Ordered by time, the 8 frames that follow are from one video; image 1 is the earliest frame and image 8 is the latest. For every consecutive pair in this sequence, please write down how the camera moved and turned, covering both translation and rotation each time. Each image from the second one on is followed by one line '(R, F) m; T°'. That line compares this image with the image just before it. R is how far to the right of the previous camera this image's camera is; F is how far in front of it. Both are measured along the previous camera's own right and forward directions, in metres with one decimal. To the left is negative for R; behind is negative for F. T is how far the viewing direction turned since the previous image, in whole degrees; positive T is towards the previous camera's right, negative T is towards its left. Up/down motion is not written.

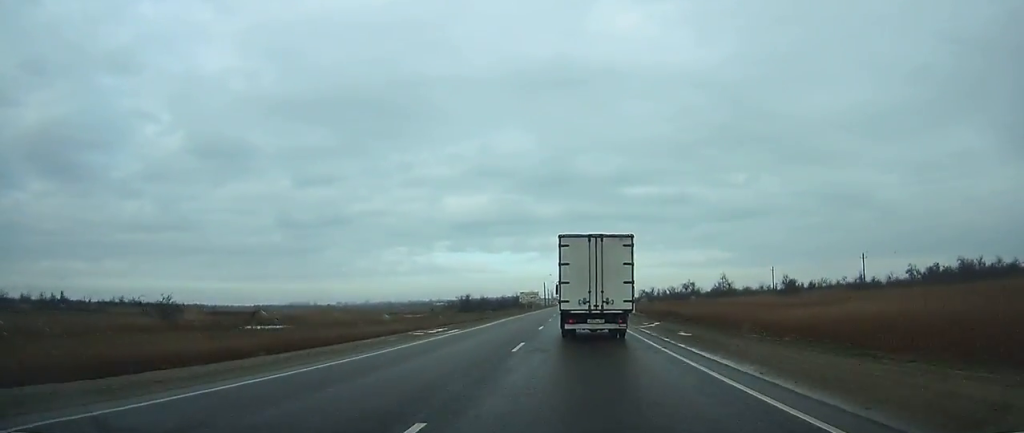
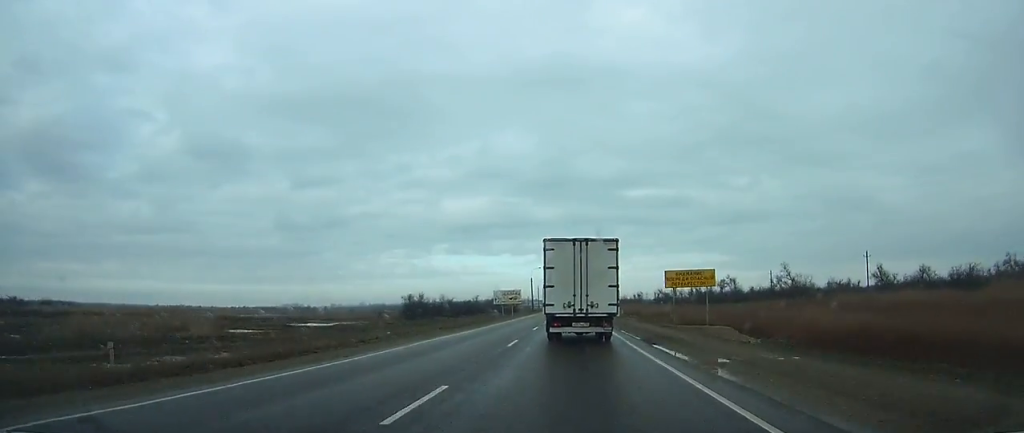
(+0.2, +56.7) m; 0°
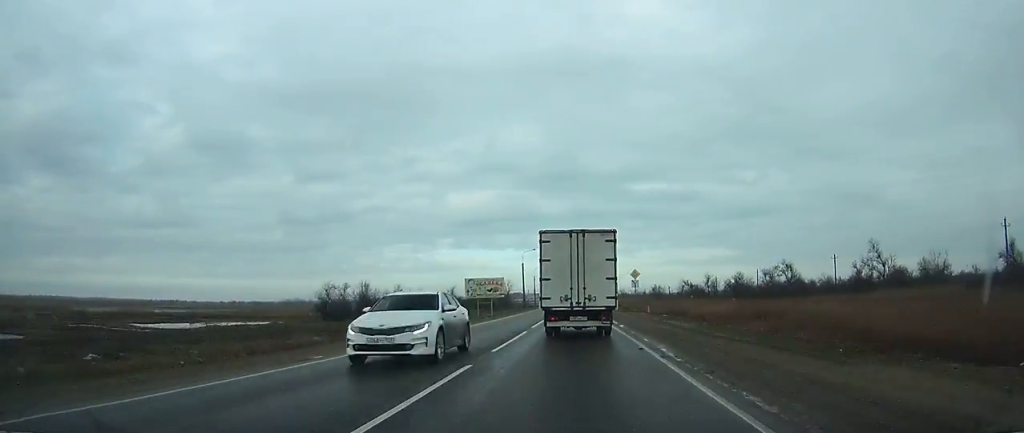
(-0.1, +38.8) m; 0°
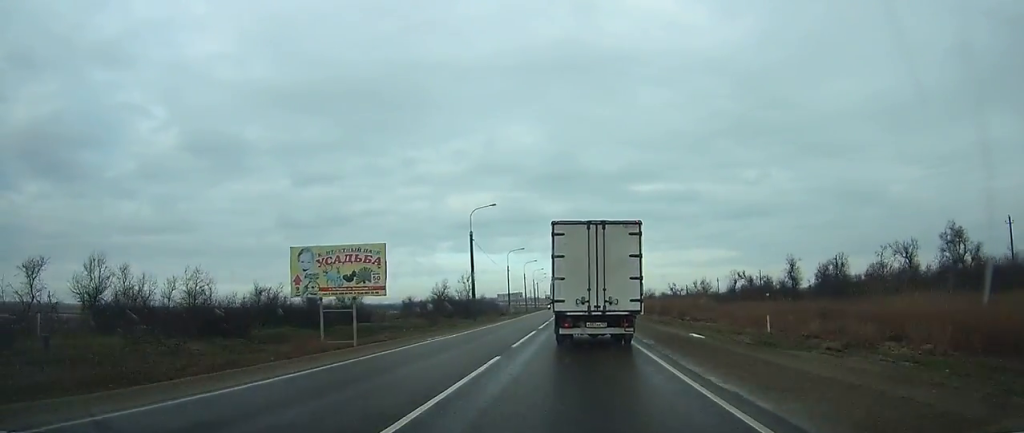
(-0.2, +56.0) m; 0°
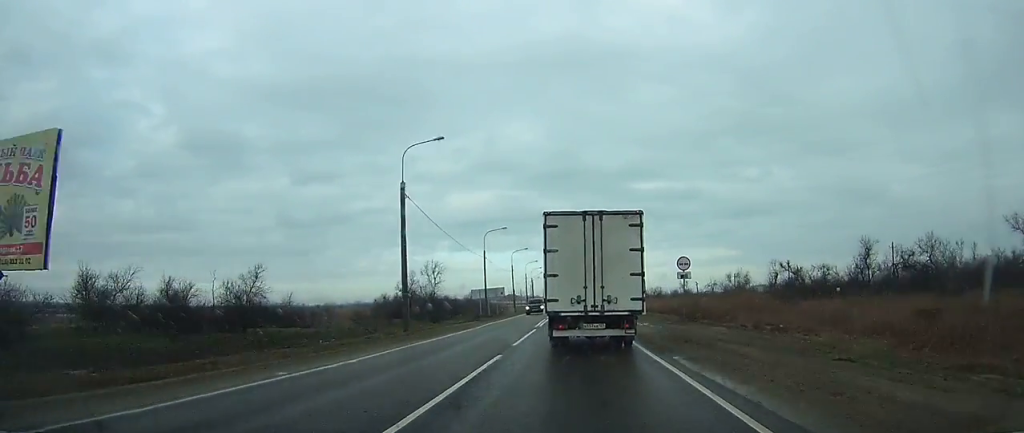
(0.0, +23.0) m; 0°
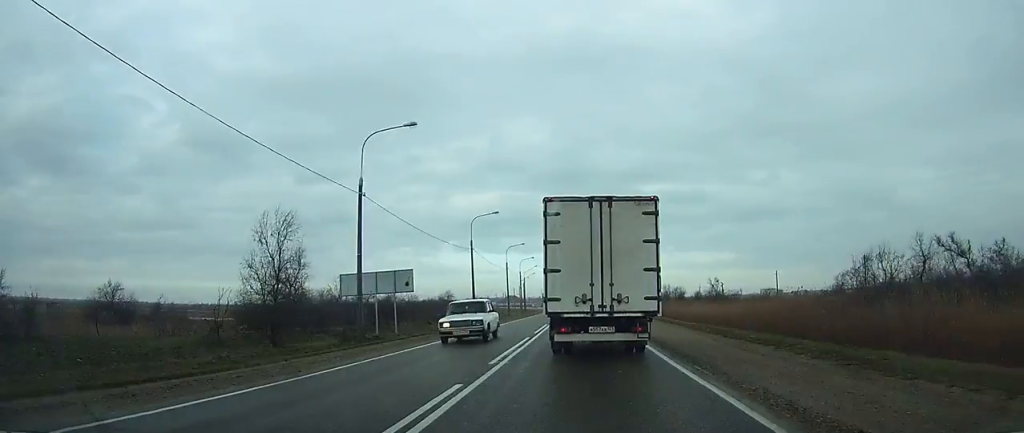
(+0.1, +39.7) m; 0°
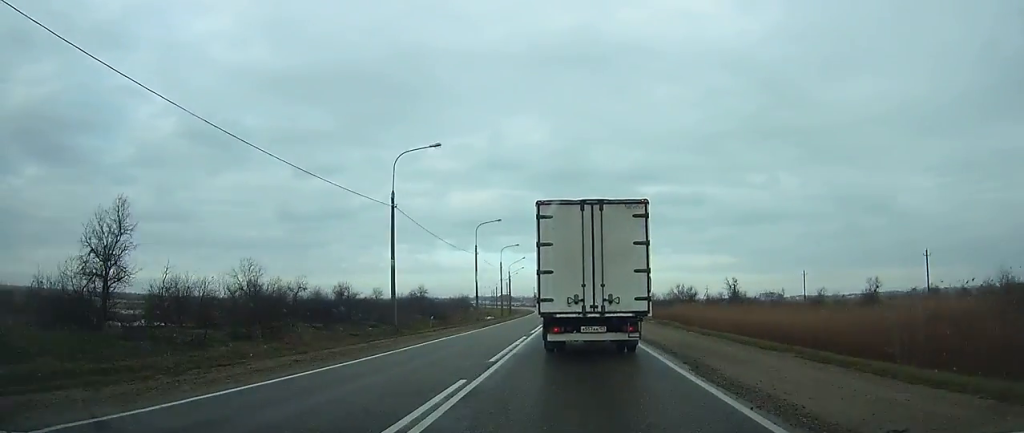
(0.0, +23.6) m; 0°
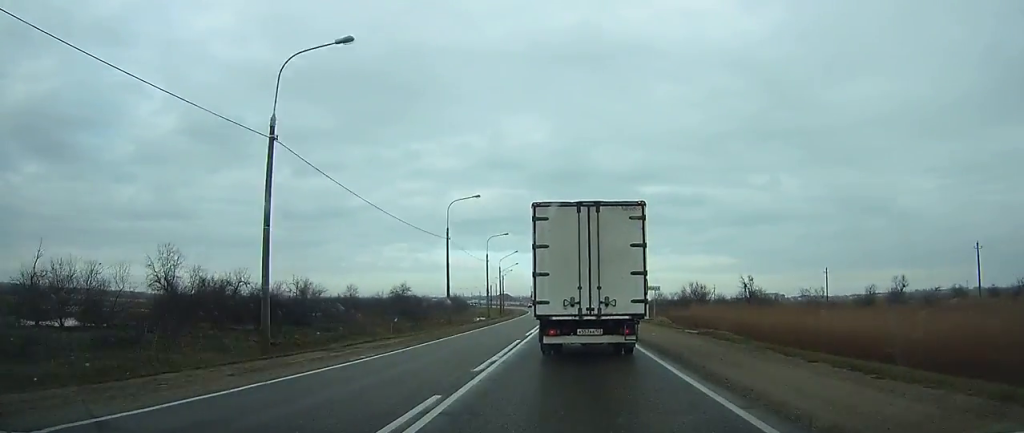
(0.0, +13.5) m; 0°
